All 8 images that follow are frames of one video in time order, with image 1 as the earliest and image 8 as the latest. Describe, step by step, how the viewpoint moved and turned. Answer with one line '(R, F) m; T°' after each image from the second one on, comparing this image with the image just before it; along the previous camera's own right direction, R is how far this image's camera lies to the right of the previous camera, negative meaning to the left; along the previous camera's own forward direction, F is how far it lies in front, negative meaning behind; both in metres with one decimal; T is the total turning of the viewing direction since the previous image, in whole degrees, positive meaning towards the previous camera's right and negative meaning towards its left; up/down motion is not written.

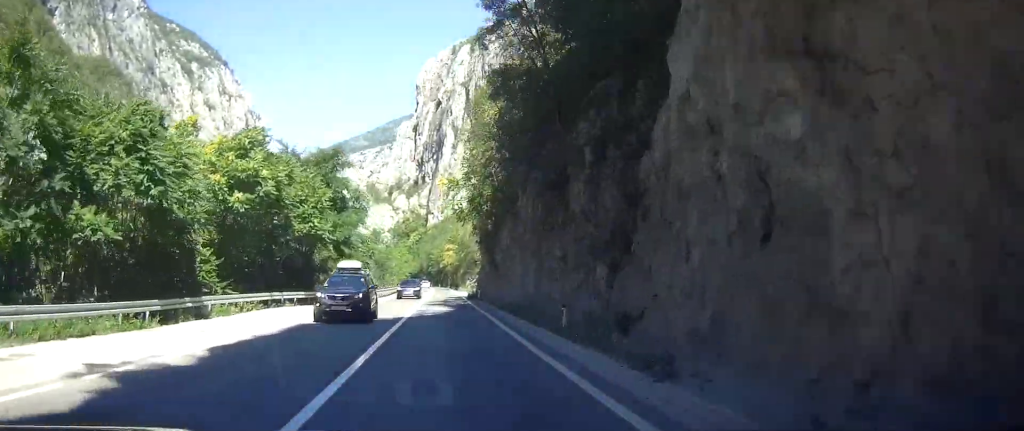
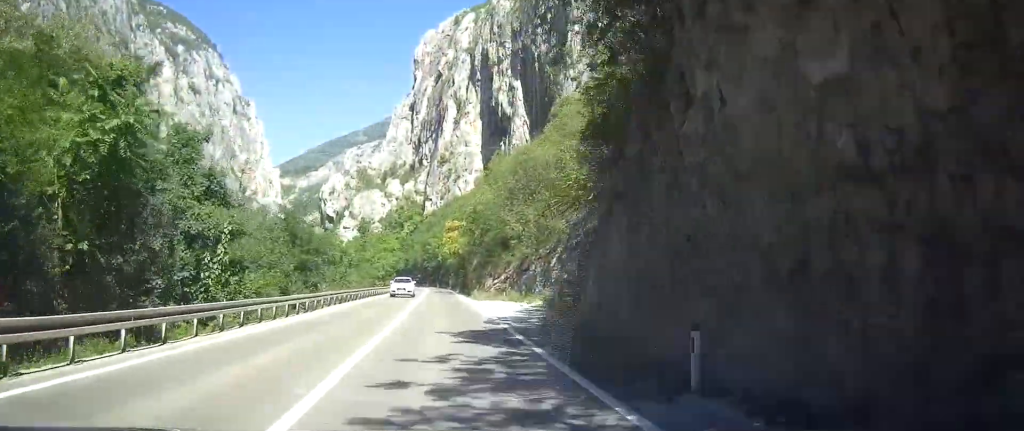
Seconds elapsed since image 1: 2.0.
(+0.7, +46.7) m; +2°
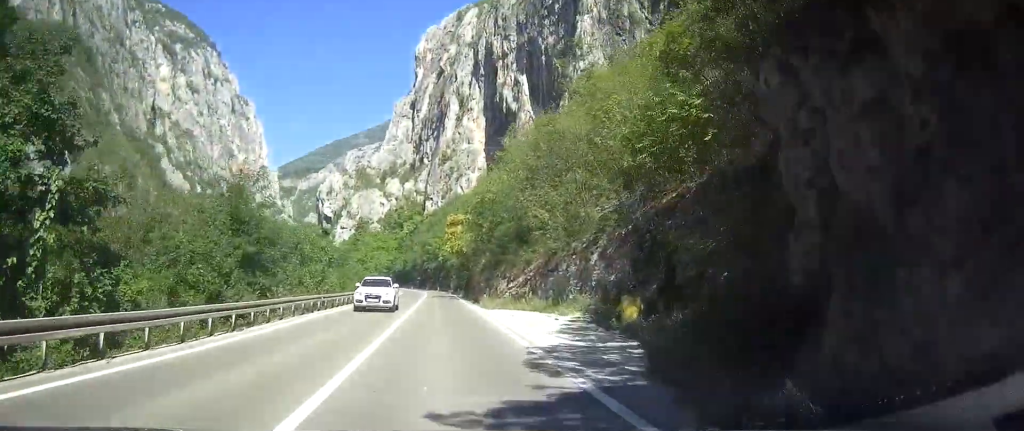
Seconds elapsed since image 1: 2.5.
(-0.1, +10.9) m; +1°
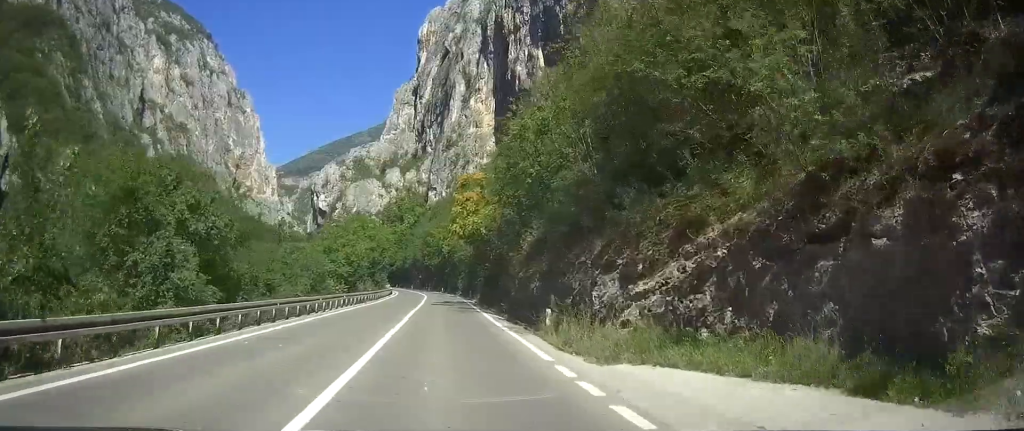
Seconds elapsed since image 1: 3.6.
(+0.5, +25.6) m; +1°
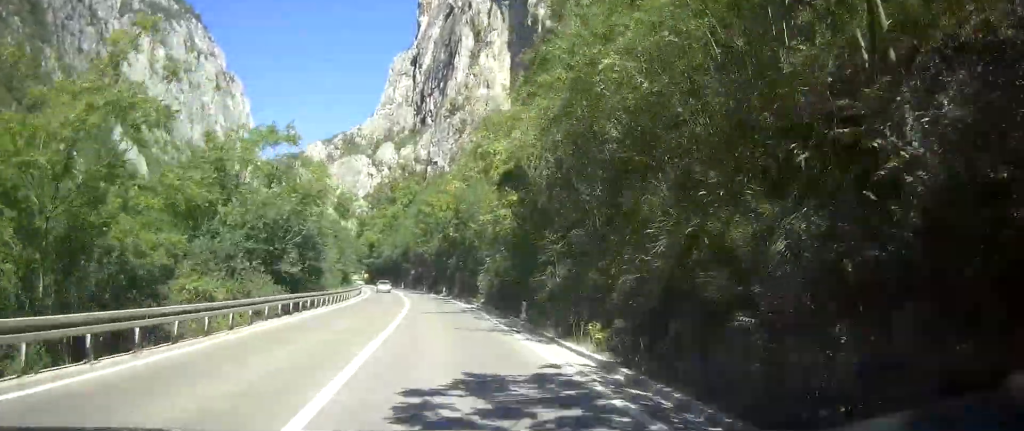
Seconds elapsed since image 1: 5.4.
(-0.1, +42.8) m; 0°
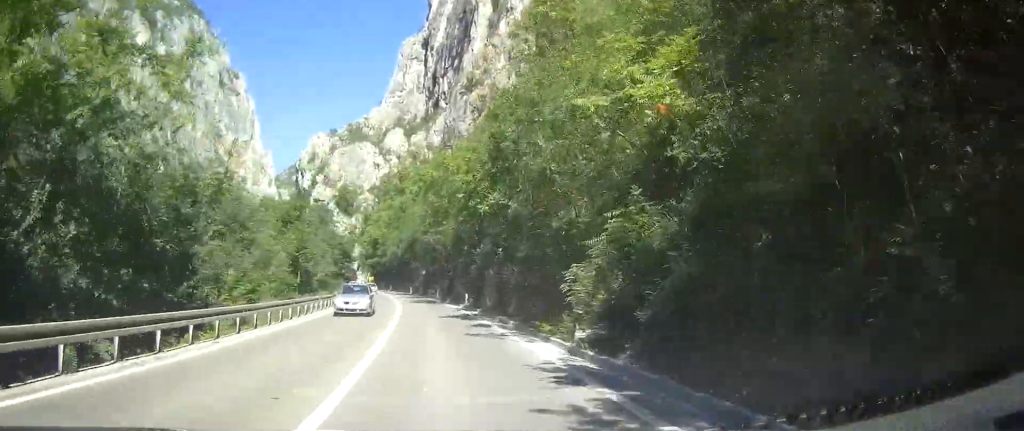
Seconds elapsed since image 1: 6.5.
(0.0, +25.0) m; 0°
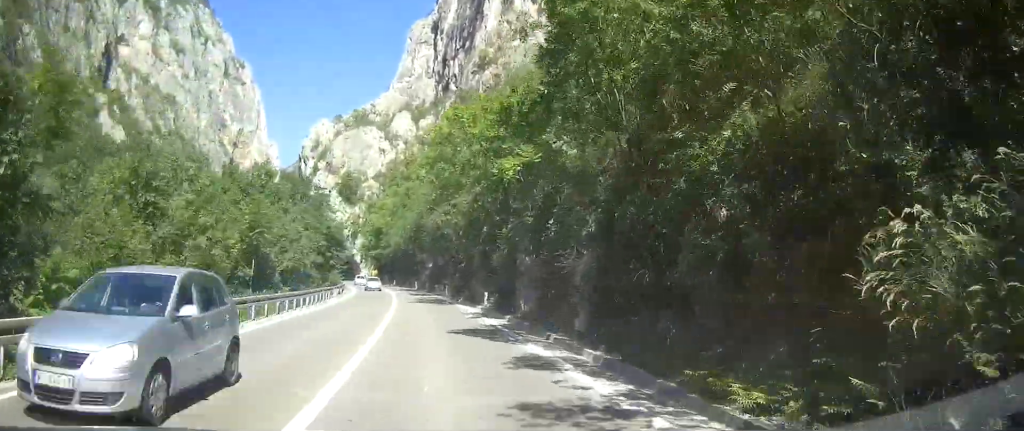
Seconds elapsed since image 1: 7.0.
(0.0, +11.7) m; -1°
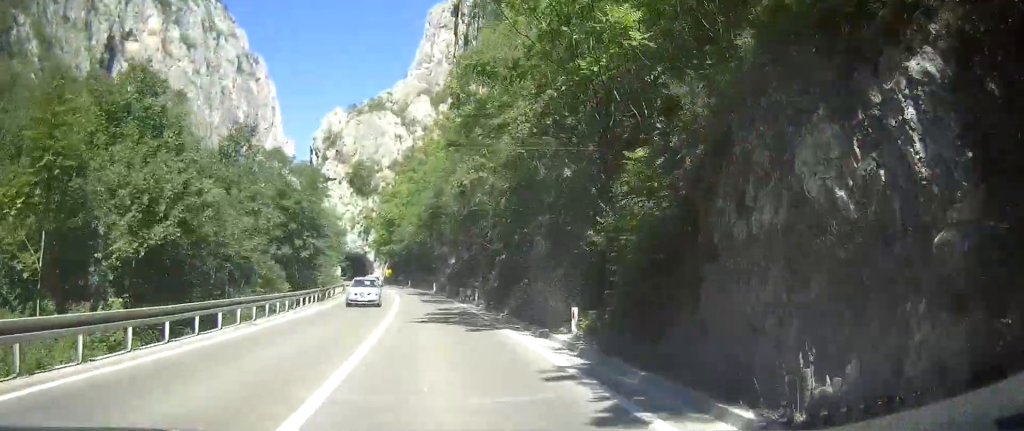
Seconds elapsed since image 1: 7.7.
(0.0, +17.9) m; -2°
